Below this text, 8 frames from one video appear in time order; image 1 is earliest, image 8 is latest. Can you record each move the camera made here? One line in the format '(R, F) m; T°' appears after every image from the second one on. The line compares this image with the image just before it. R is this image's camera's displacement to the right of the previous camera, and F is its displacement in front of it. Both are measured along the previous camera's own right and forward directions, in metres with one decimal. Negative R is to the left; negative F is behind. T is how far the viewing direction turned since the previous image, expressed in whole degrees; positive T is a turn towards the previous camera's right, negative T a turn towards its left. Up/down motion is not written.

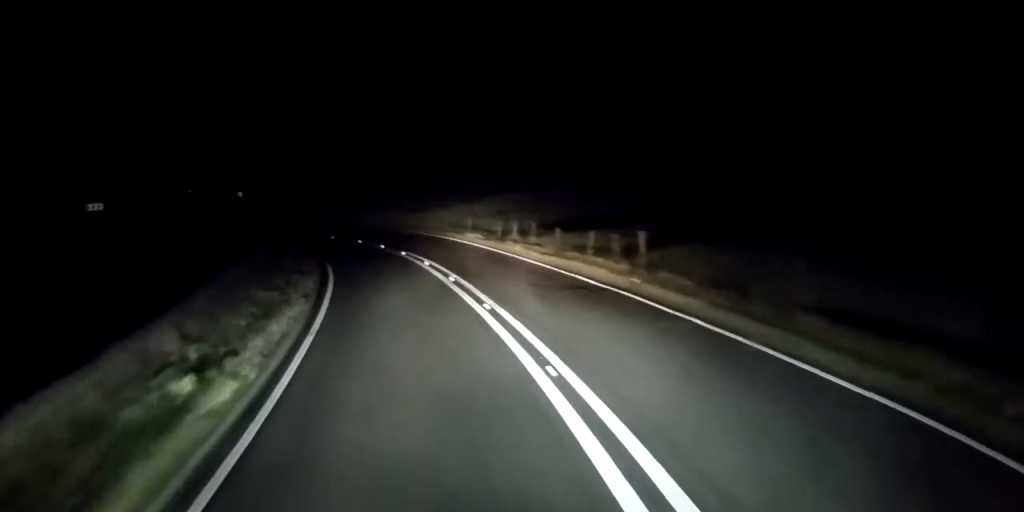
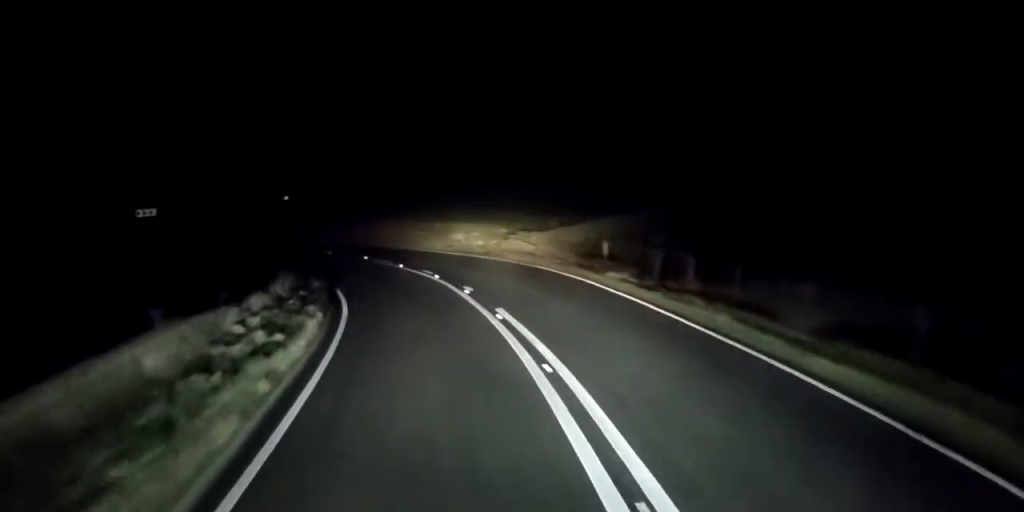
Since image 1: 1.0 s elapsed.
(0.0, +12.9) m; -7°
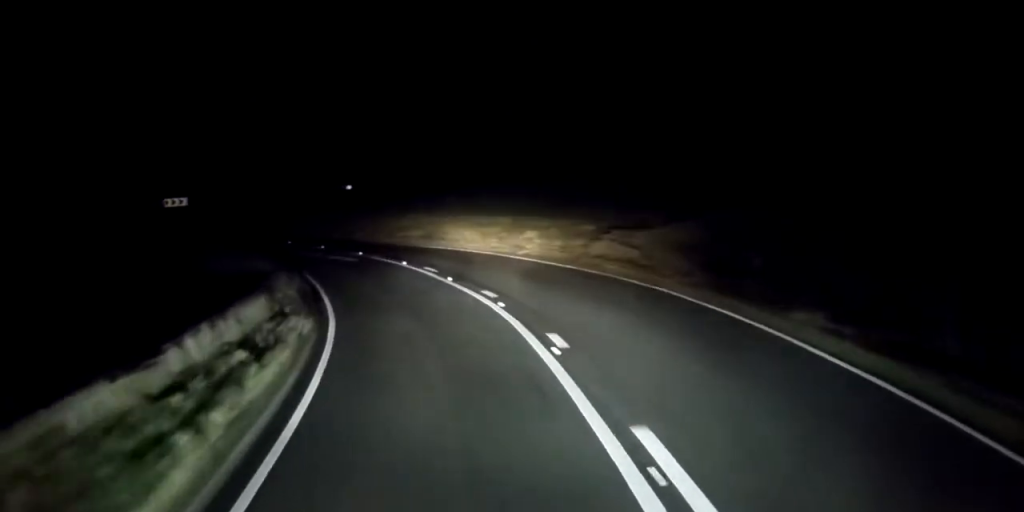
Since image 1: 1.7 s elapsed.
(+0.1, +8.7) m; -11°
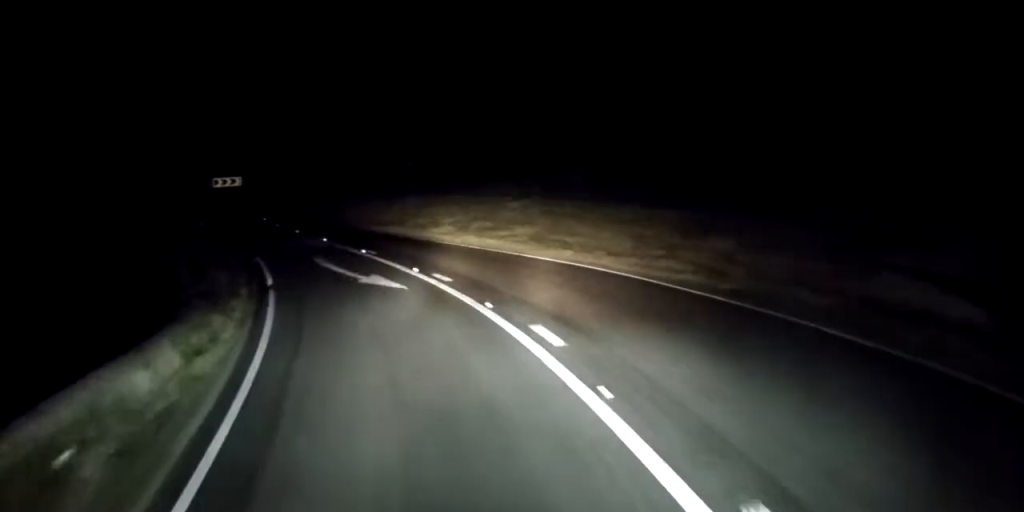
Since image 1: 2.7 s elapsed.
(-3.0, +12.0) m; -16°
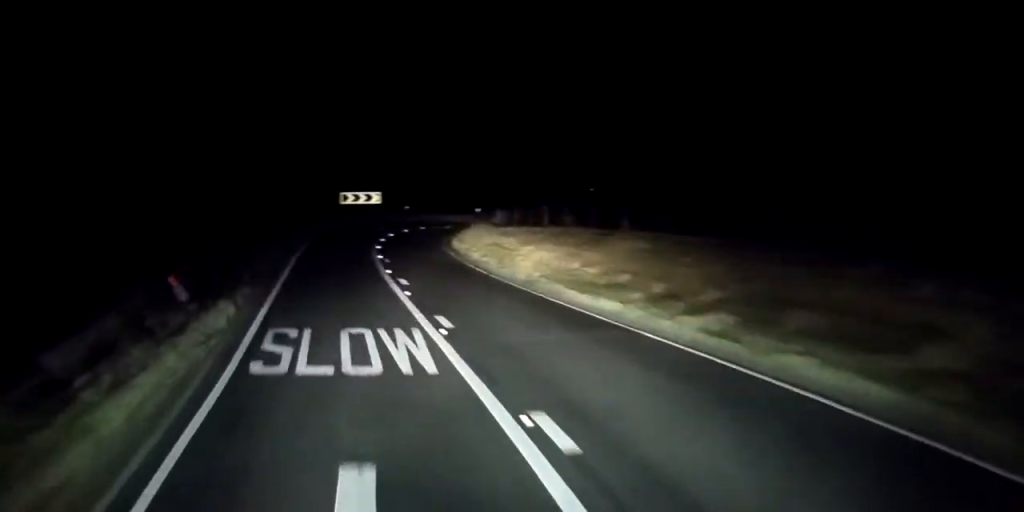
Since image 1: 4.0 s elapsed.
(-1.0, +13.3) m; -11°
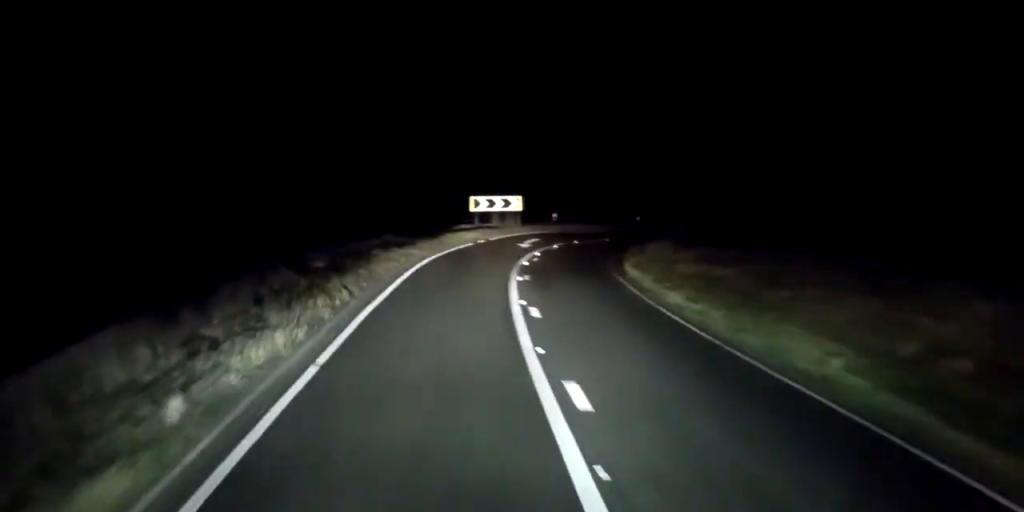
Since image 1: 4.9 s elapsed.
(-0.9, +10.0) m; -6°
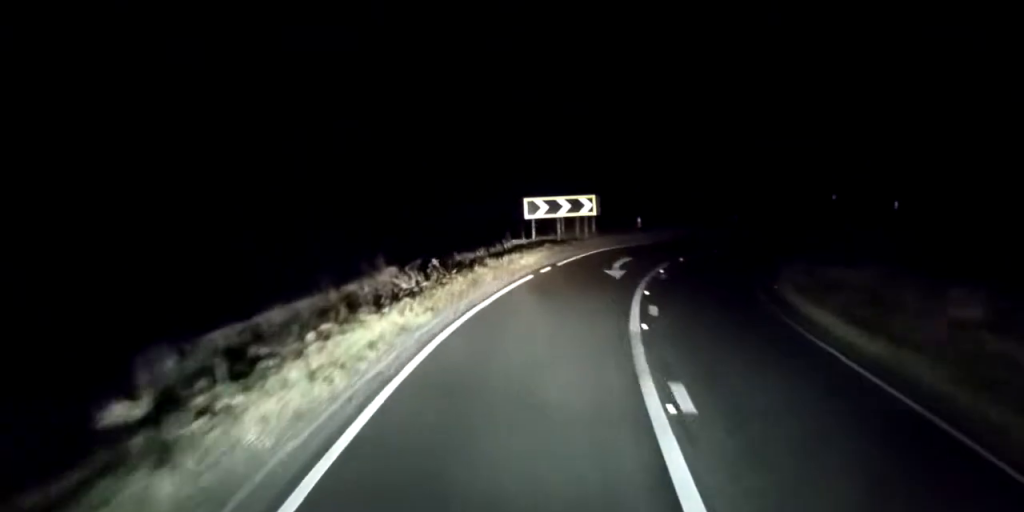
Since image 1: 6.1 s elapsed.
(-0.1, +12.1) m; +3°
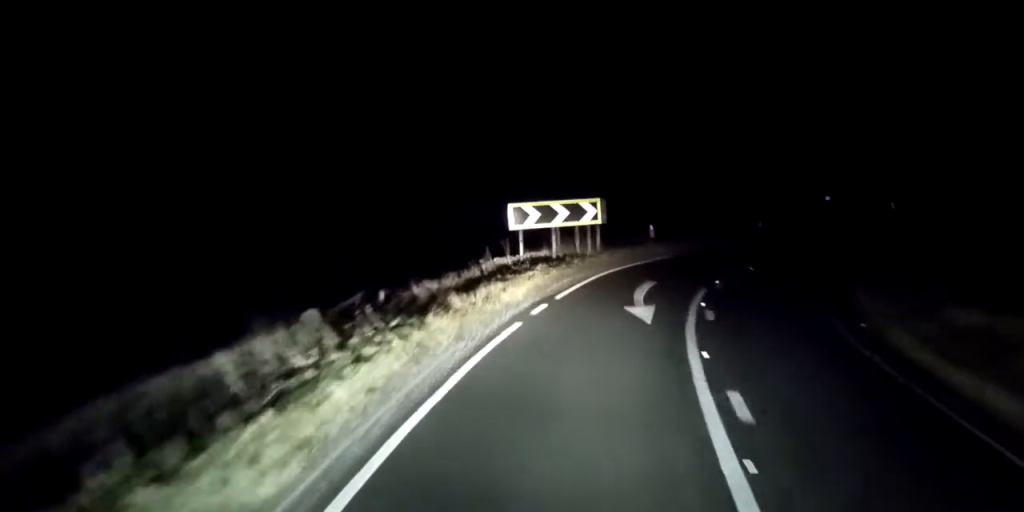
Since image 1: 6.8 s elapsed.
(+0.1, +6.2) m; +5°
